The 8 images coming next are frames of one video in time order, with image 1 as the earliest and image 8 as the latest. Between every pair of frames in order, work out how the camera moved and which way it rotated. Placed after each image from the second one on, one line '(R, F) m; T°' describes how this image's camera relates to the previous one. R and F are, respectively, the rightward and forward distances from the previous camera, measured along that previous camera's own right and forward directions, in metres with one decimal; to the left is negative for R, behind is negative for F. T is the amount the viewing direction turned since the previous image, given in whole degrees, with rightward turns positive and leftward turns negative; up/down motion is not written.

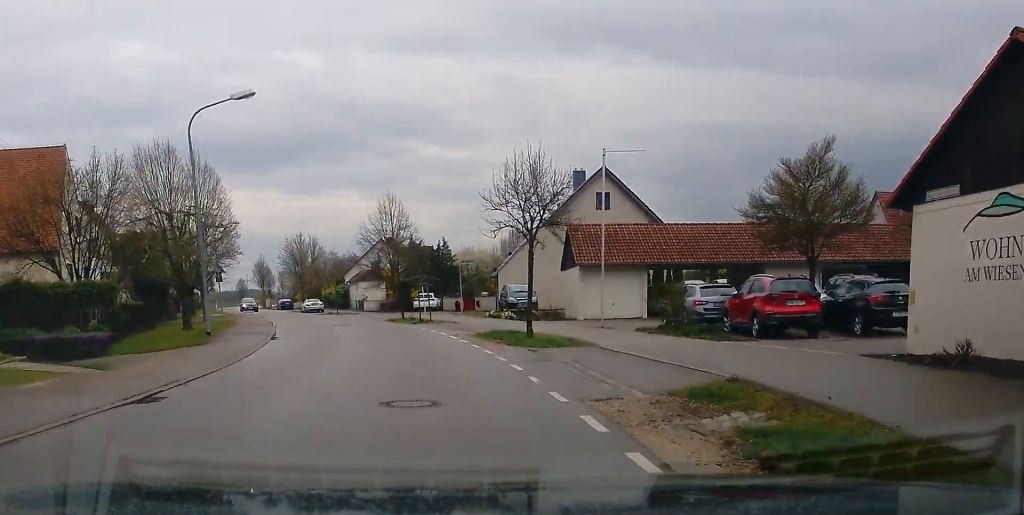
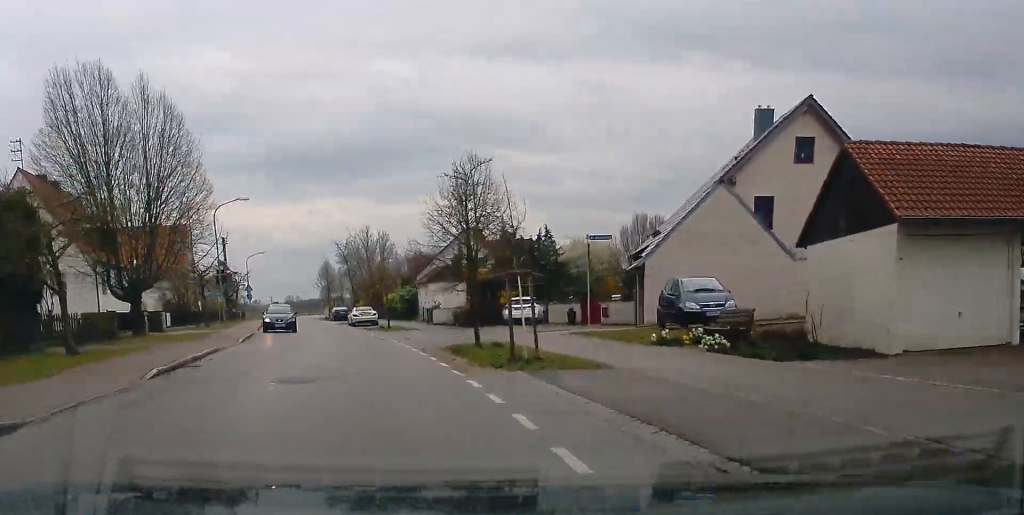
(-1.1, +21.9) m; -6°
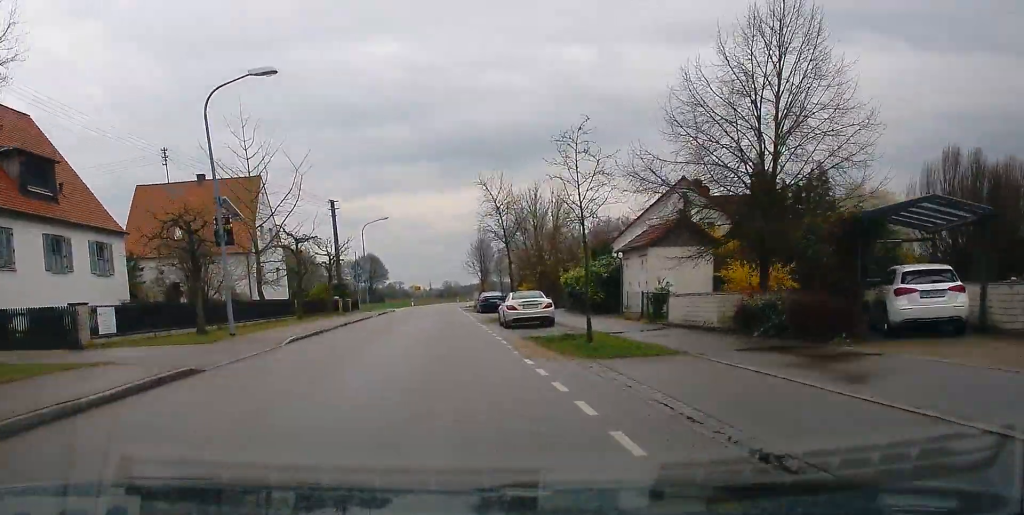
(-1.8, +24.2) m; -6°
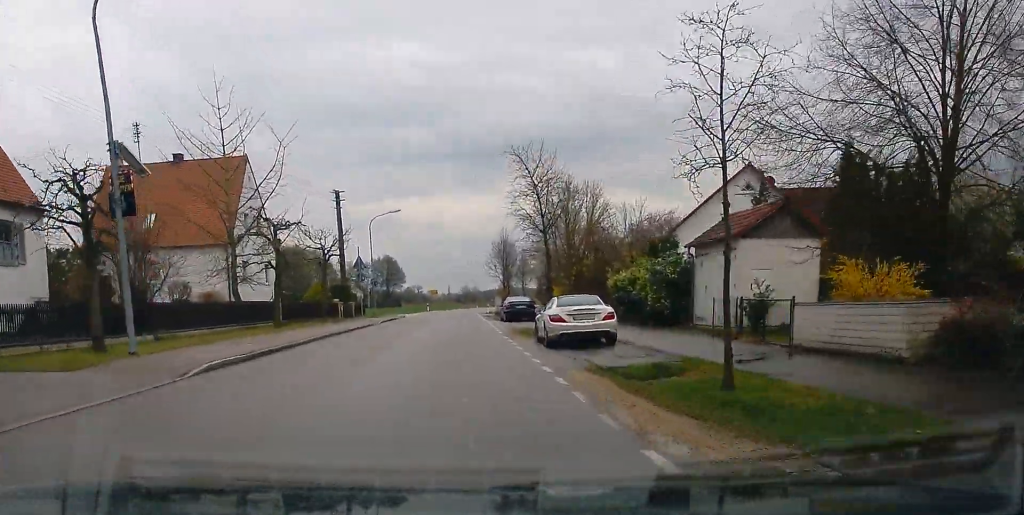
(-0.3, +7.7) m; -1°
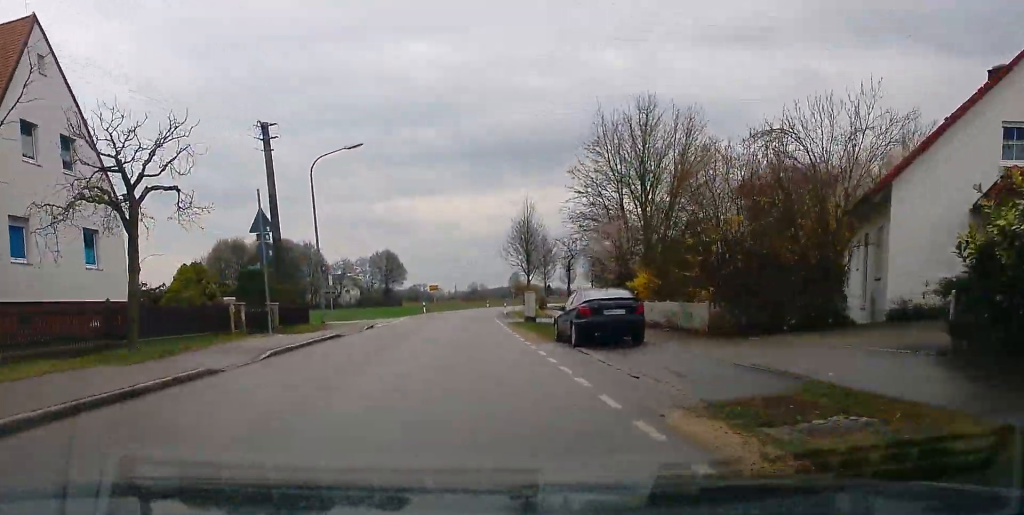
(0.0, +22.3) m; +1°
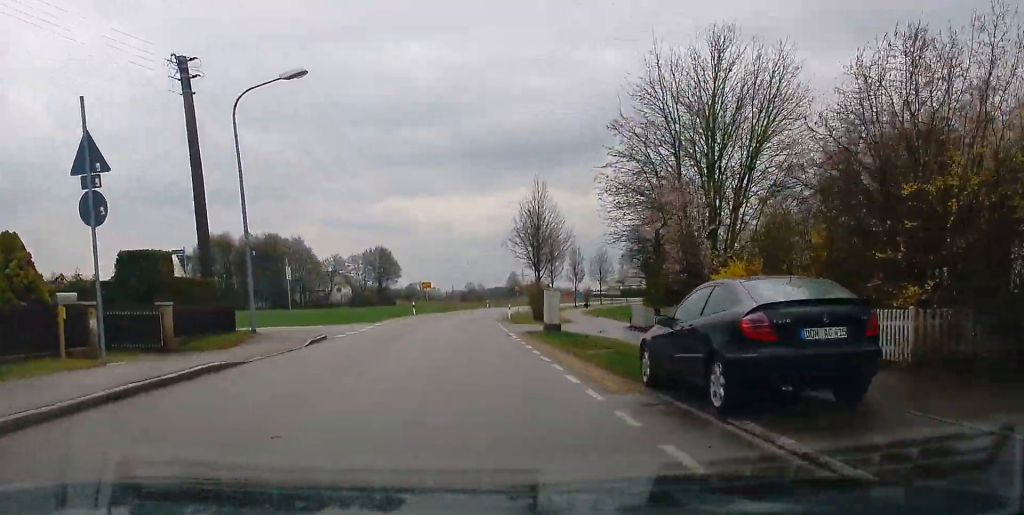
(+0.1, +11.0) m; 0°
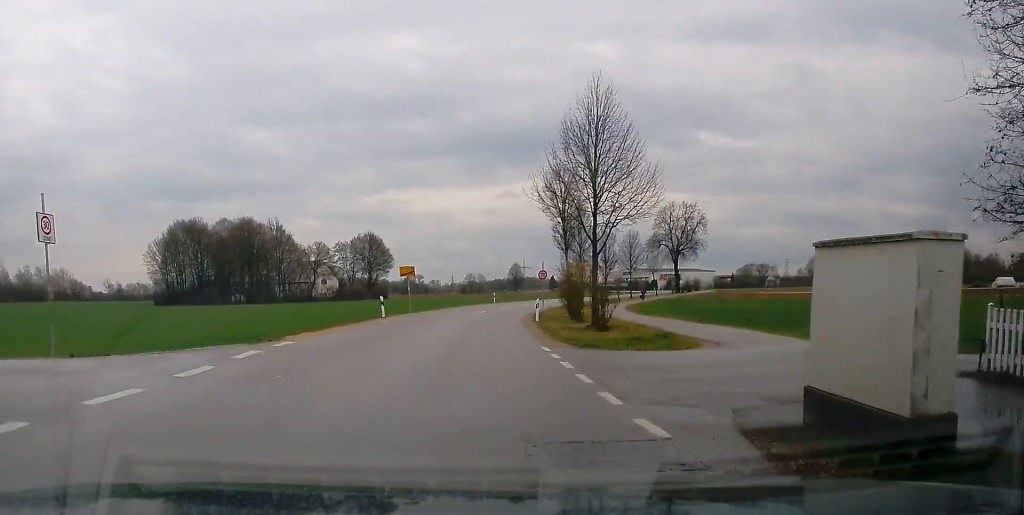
(0.0, +24.0) m; +1°
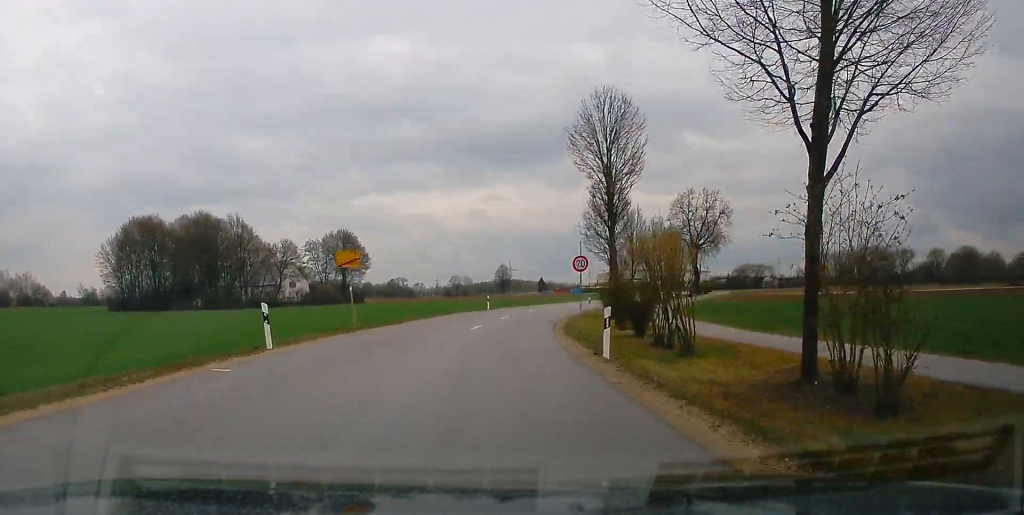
(+0.4, +23.6) m; +2°
